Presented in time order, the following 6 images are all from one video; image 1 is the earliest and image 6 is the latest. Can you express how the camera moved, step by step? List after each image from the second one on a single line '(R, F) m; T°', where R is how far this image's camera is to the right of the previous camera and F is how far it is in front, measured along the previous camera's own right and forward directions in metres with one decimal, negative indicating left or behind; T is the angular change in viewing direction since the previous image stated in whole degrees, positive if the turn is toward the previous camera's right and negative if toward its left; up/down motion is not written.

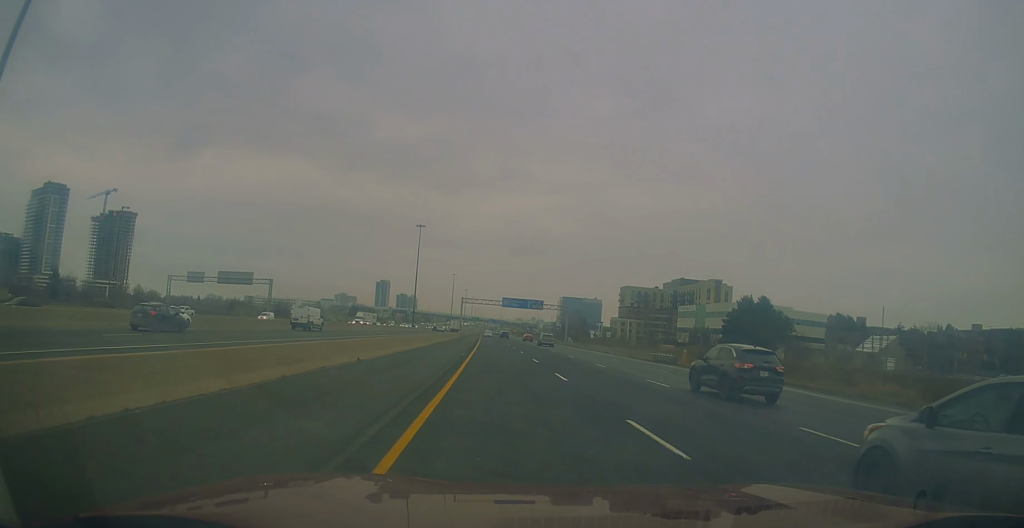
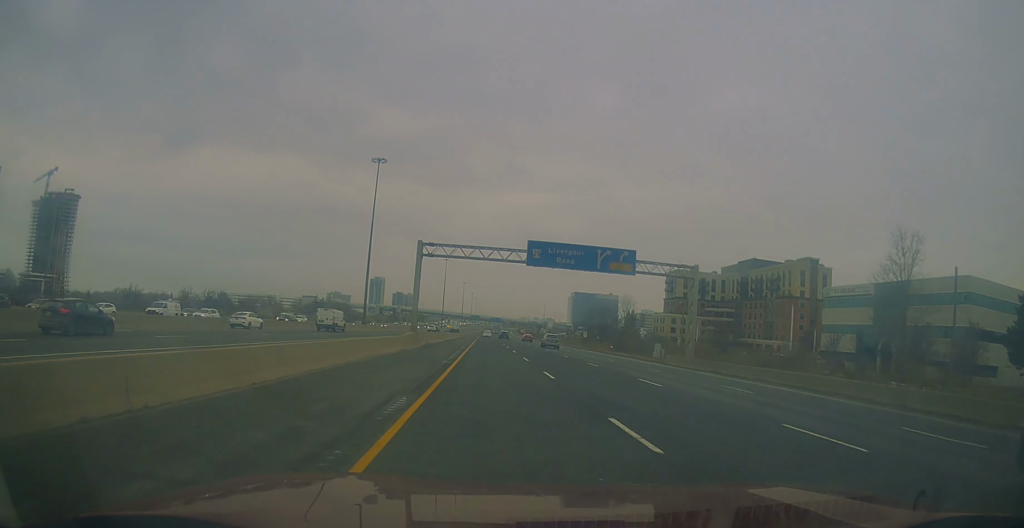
(-1.4, +83.9) m; -1°
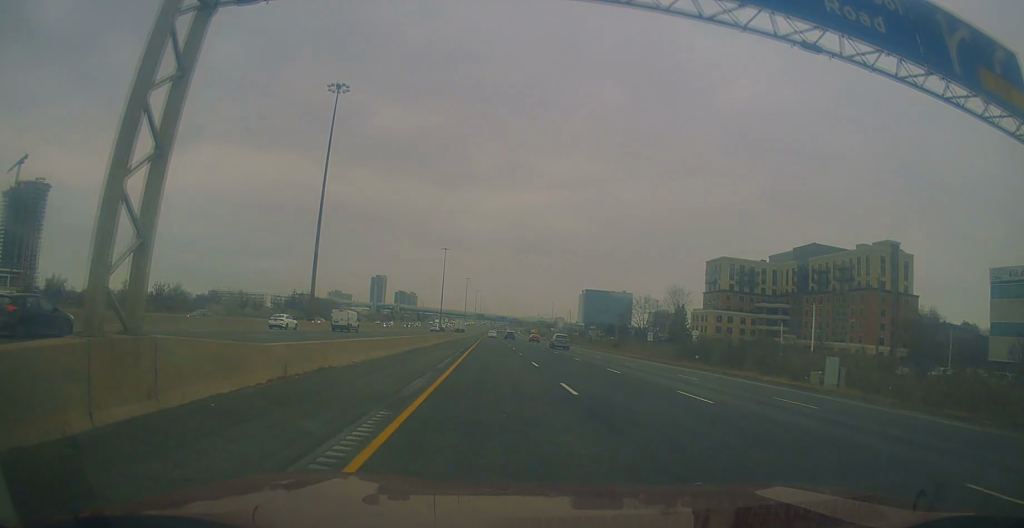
(+0.5, +38.5) m; +1°
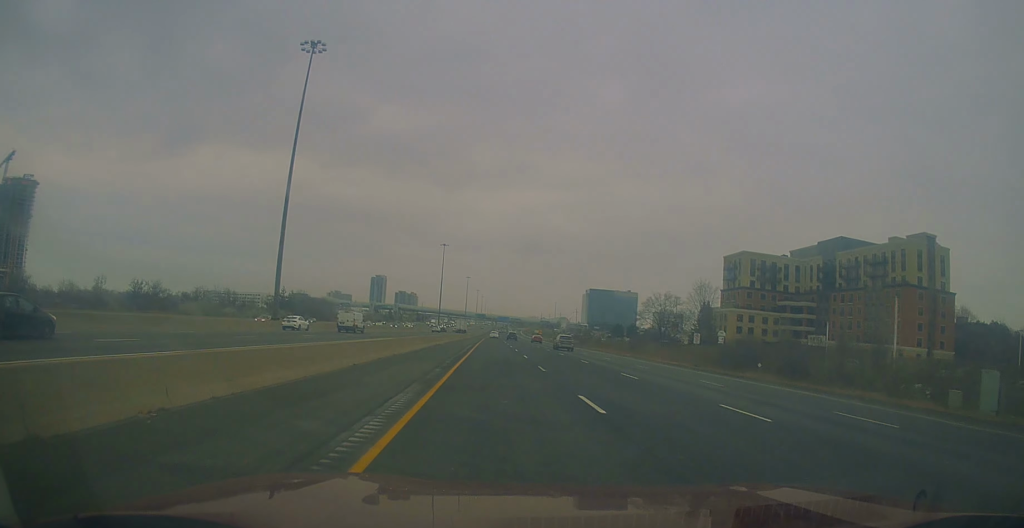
(0.0, +16.1) m; 0°
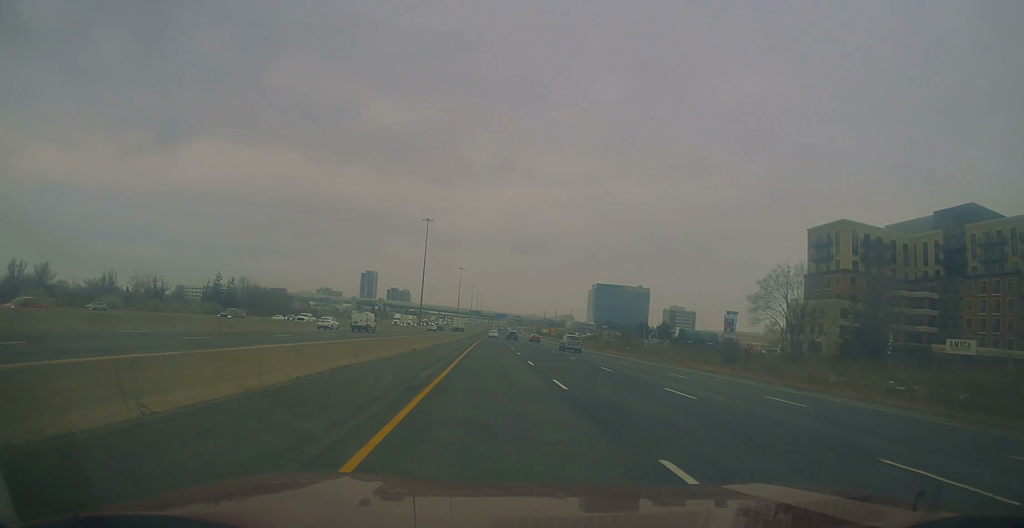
(0.0, +55.5) m; 0°
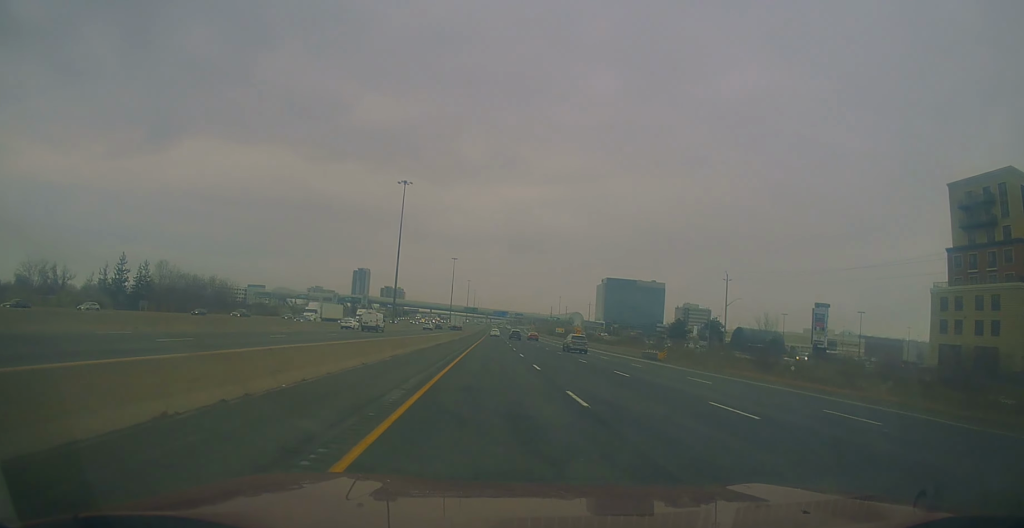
(+0.1, +51.2) m; -1°
